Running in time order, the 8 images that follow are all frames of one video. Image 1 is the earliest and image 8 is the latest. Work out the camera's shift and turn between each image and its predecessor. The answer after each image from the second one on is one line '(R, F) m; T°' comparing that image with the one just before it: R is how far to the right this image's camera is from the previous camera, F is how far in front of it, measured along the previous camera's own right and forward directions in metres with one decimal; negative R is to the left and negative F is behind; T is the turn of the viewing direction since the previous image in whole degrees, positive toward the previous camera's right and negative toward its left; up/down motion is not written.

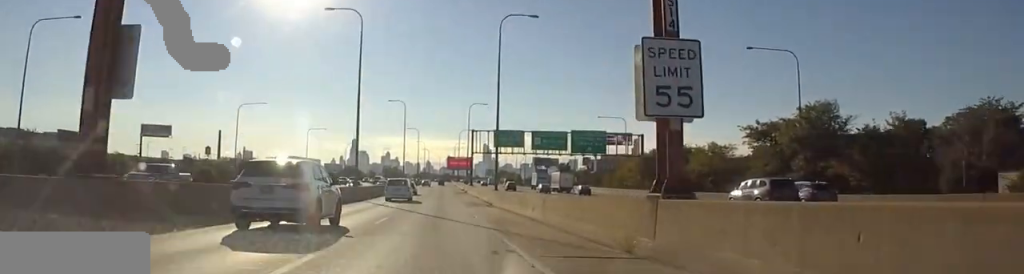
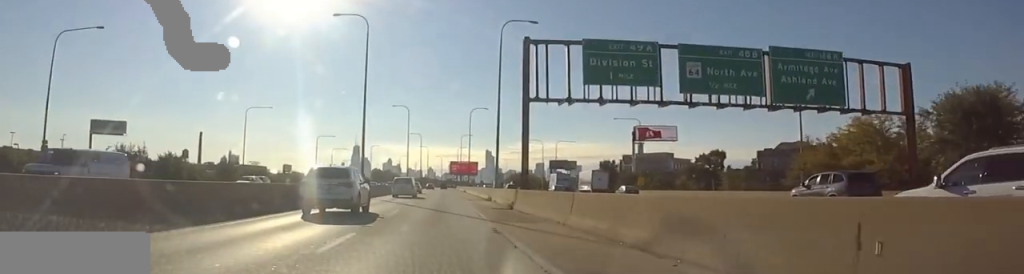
(+0.8, +56.4) m; +1°
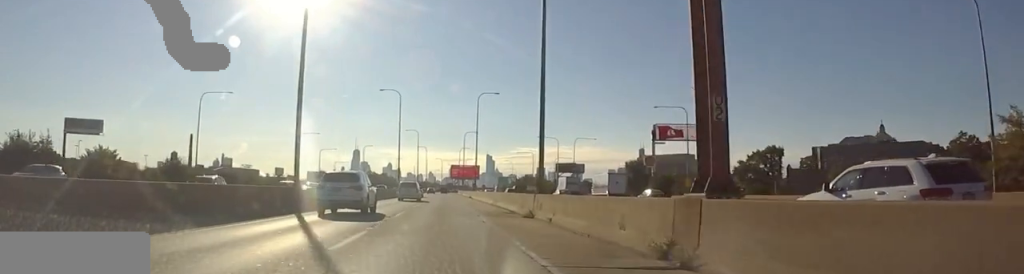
(+0.6, +22.7) m; -1°
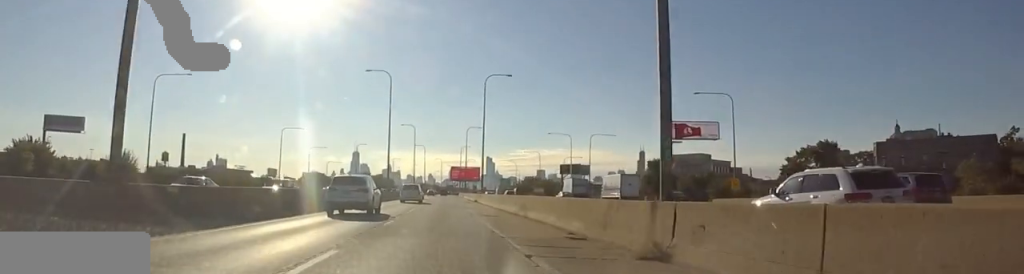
(-0.2, +15.8) m; 0°
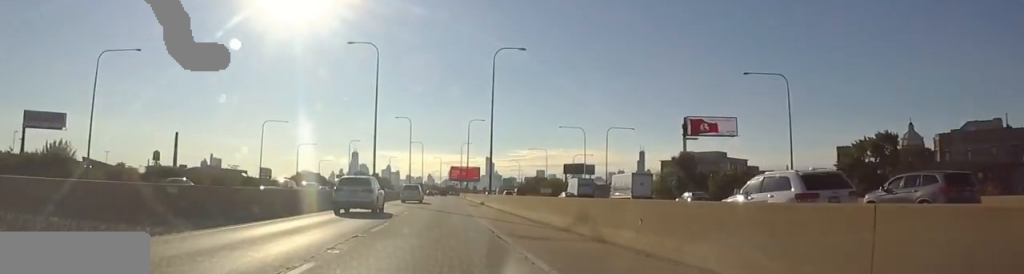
(-0.7, +14.0) m; 0°
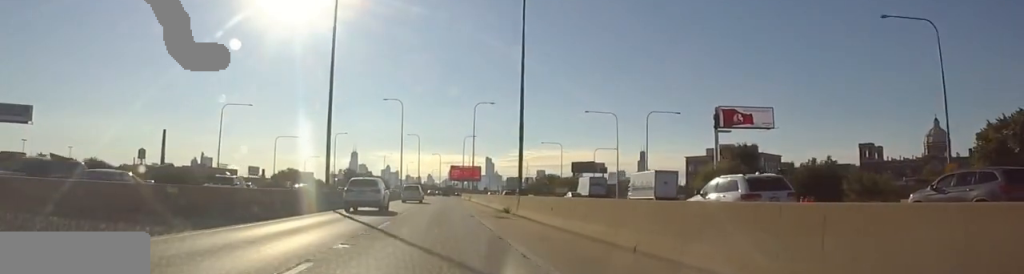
(+0.8, +23.4) m; 0°
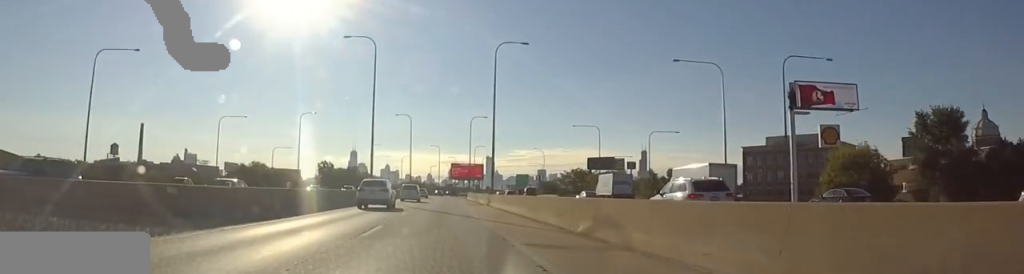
(-0.9, +38.9) m; -2°
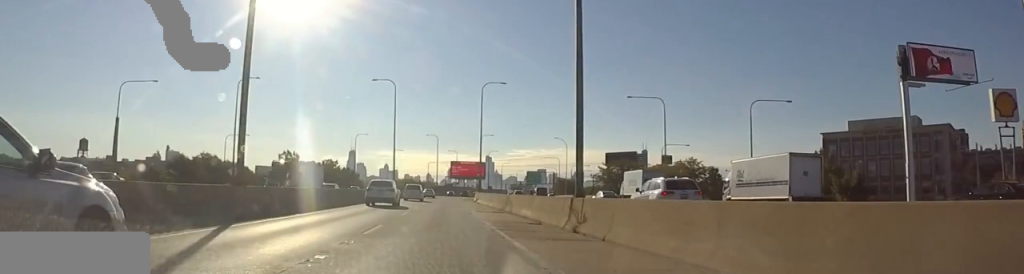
(+1.0, +36.9) m; +3°
